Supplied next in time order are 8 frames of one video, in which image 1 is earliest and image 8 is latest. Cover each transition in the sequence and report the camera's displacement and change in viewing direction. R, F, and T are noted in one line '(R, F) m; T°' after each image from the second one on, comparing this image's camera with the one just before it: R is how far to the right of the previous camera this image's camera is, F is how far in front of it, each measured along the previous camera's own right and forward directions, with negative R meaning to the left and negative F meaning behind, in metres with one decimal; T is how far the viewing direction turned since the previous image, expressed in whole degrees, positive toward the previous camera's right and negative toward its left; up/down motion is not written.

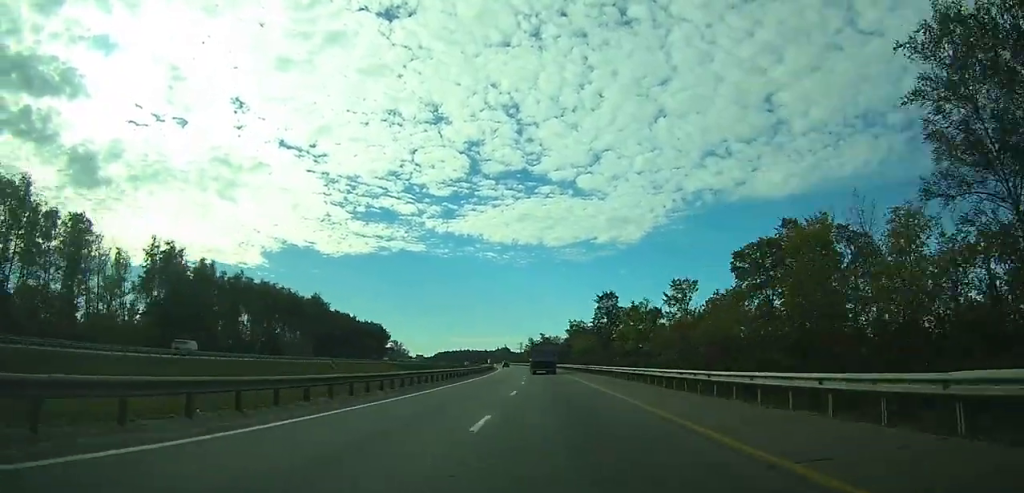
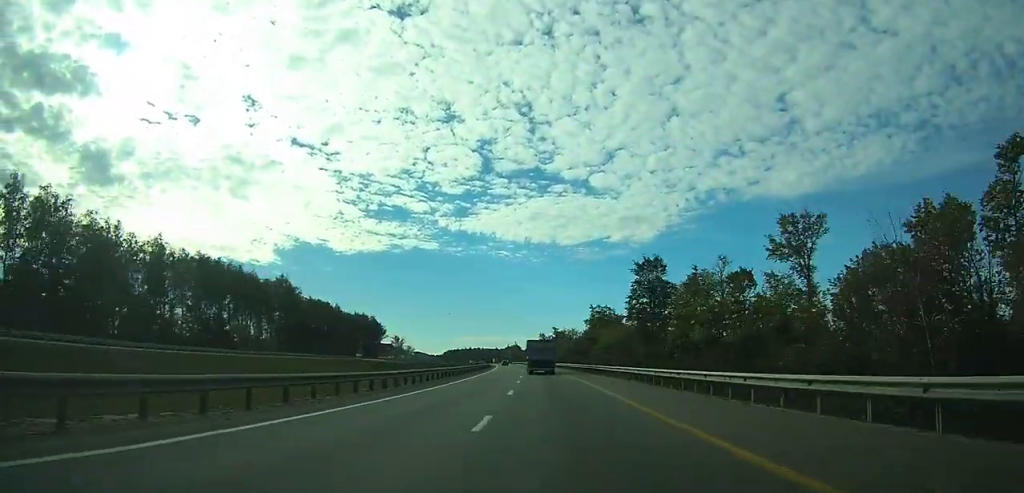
(-0.5, +36.2) m; -1°
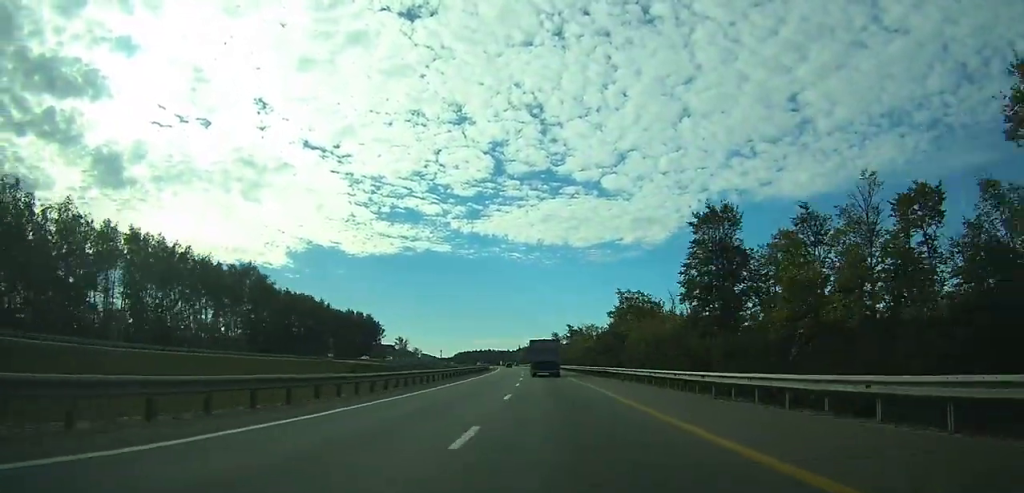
(0.0, +26.6) m; -1°
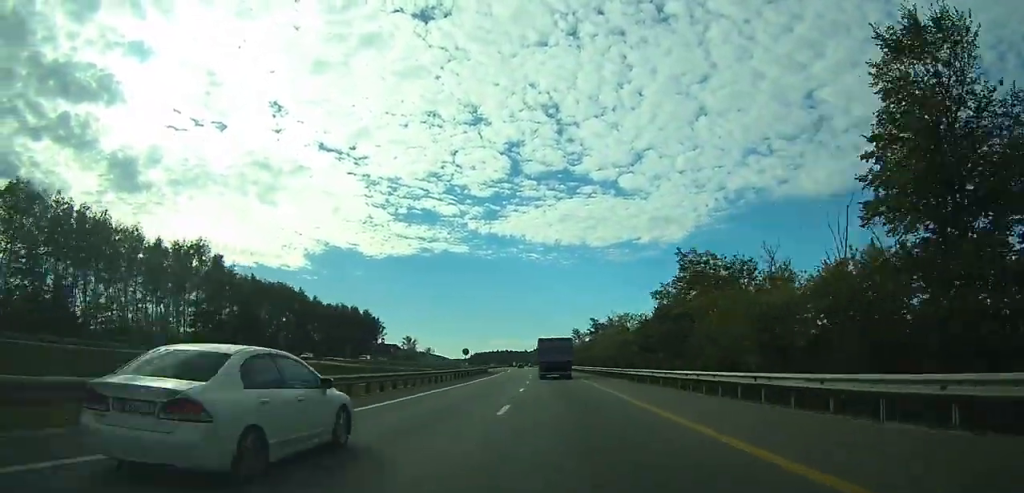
(-0.5, +30.4) m; -2°
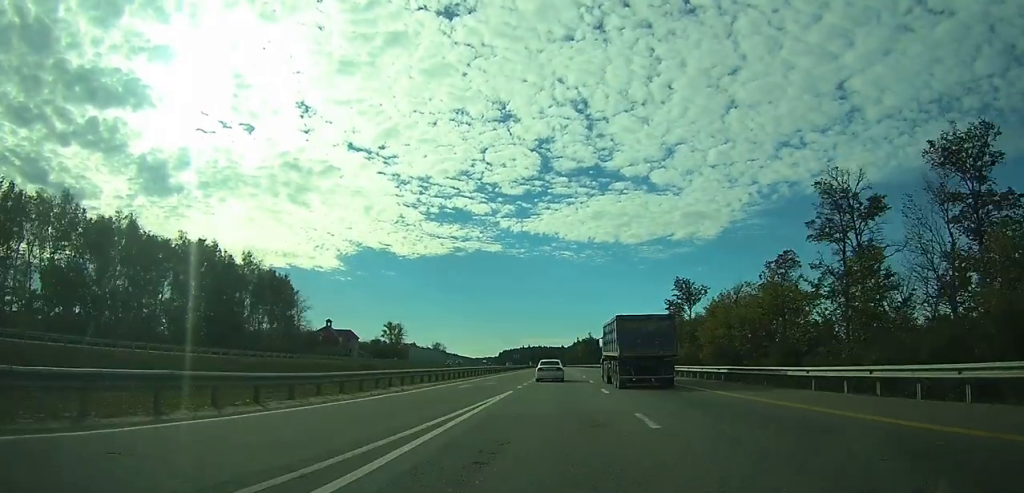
(-6.6, +123.3) m; -4°
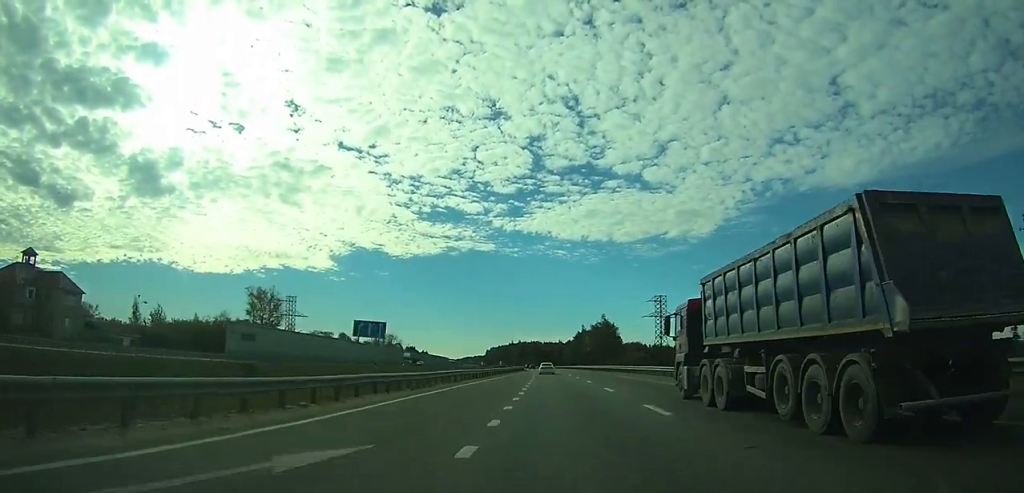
(+0.8, +116.3) m; 0°
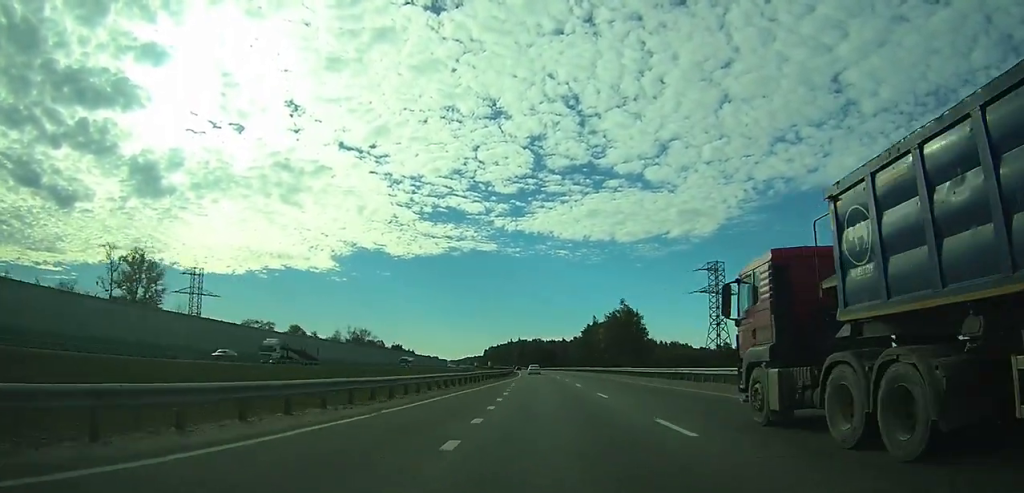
(-0.1, +51.6) m; -1°
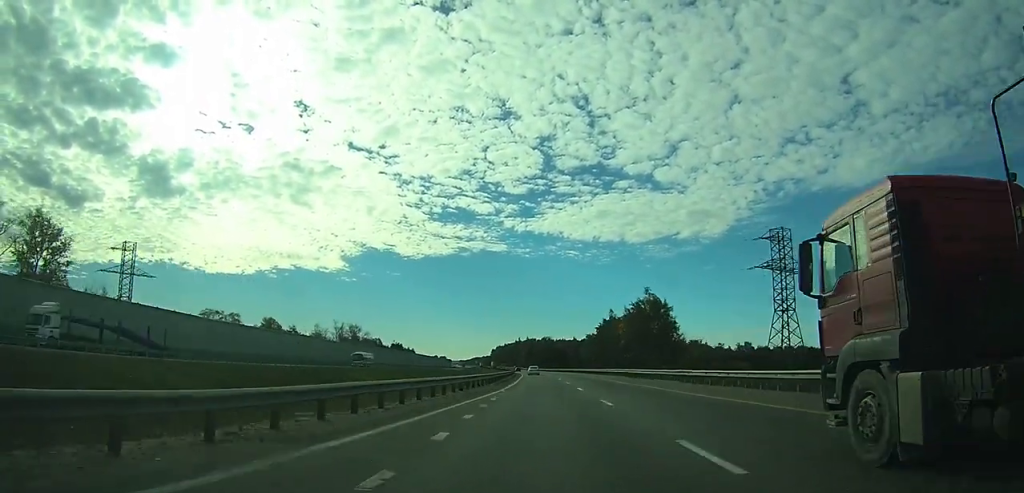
(-0.1, +26.8) m; 0°
